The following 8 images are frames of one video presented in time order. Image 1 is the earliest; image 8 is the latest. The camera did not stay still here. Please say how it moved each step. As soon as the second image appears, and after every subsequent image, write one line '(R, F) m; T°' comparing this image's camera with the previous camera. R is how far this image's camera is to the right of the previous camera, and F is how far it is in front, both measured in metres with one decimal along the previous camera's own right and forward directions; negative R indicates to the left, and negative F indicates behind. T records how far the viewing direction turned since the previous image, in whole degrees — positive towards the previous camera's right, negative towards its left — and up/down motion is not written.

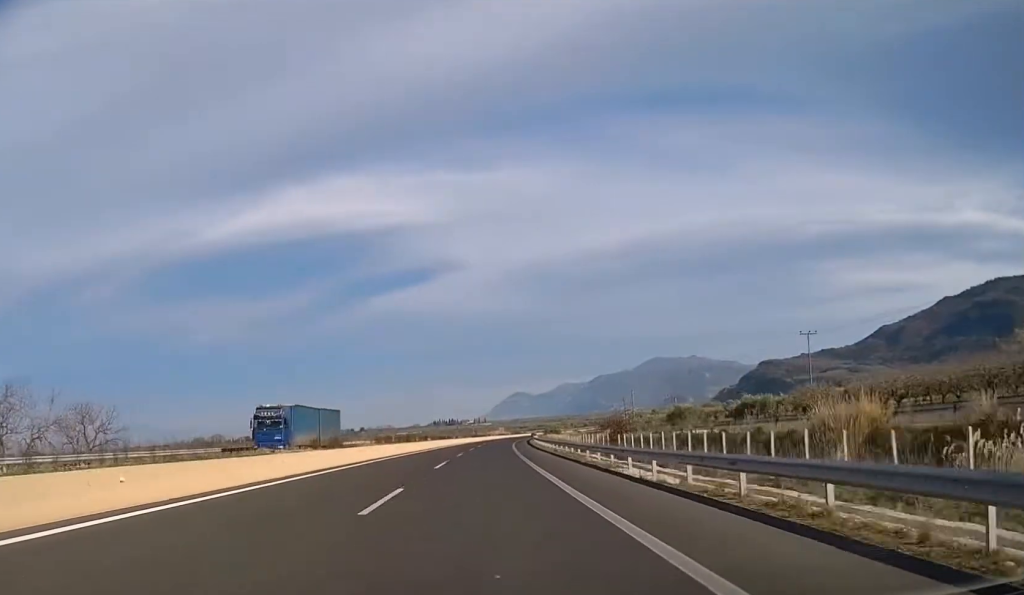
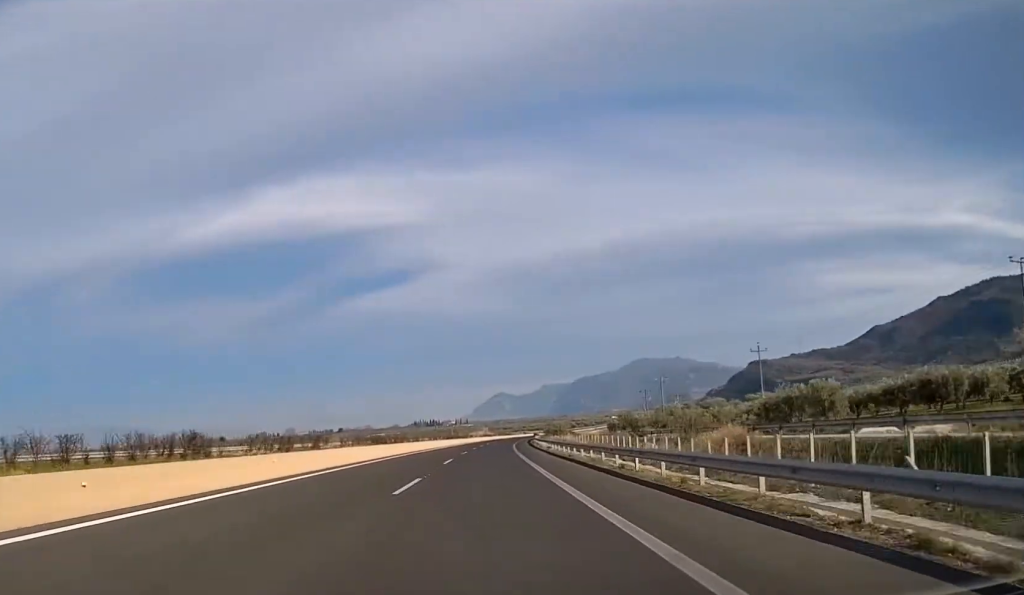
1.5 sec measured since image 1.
(+0.4, +50.1) m; +1°
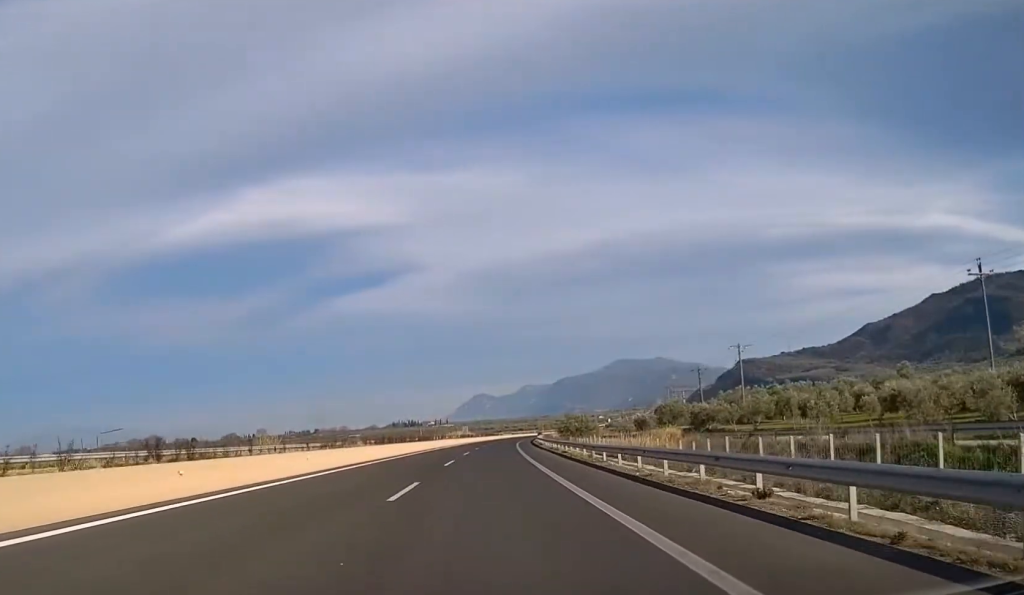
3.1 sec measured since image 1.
(+0.9, +55.5) m; +2°
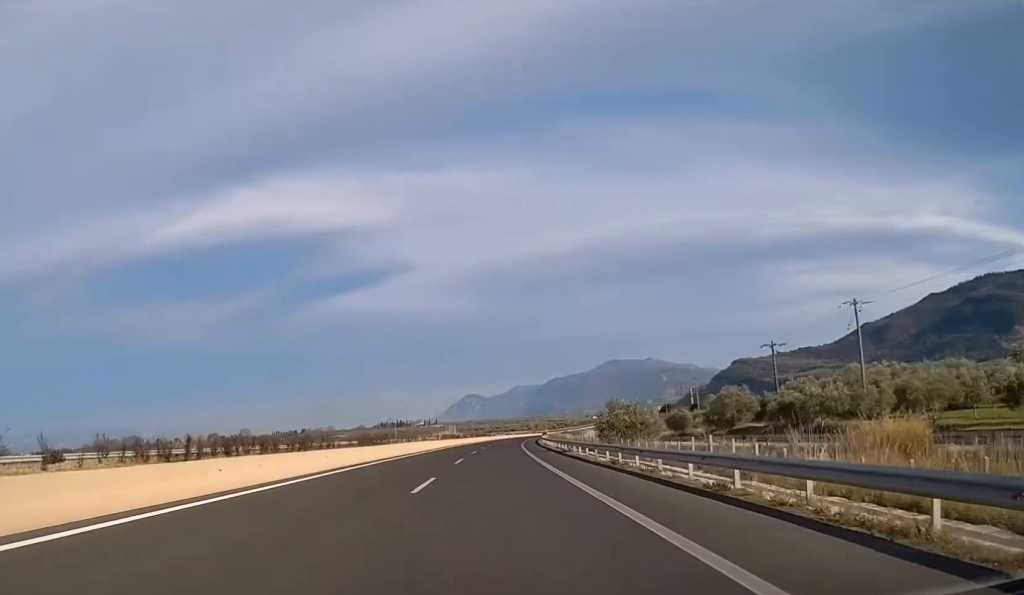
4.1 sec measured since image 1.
(+0.2, +33.9) m; +1°
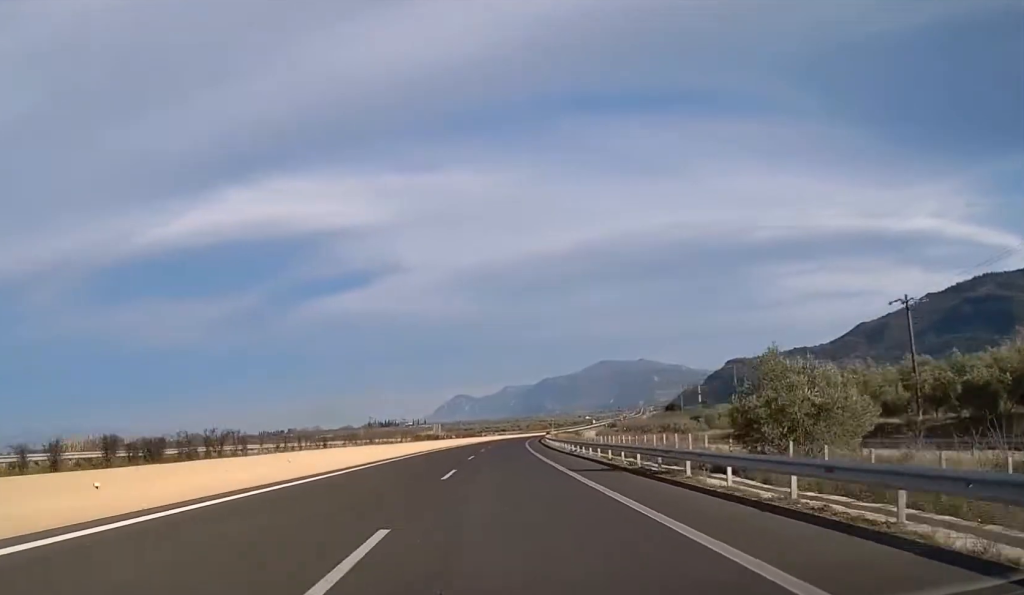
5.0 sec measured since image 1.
(+0.3, +30.5) m; +1°
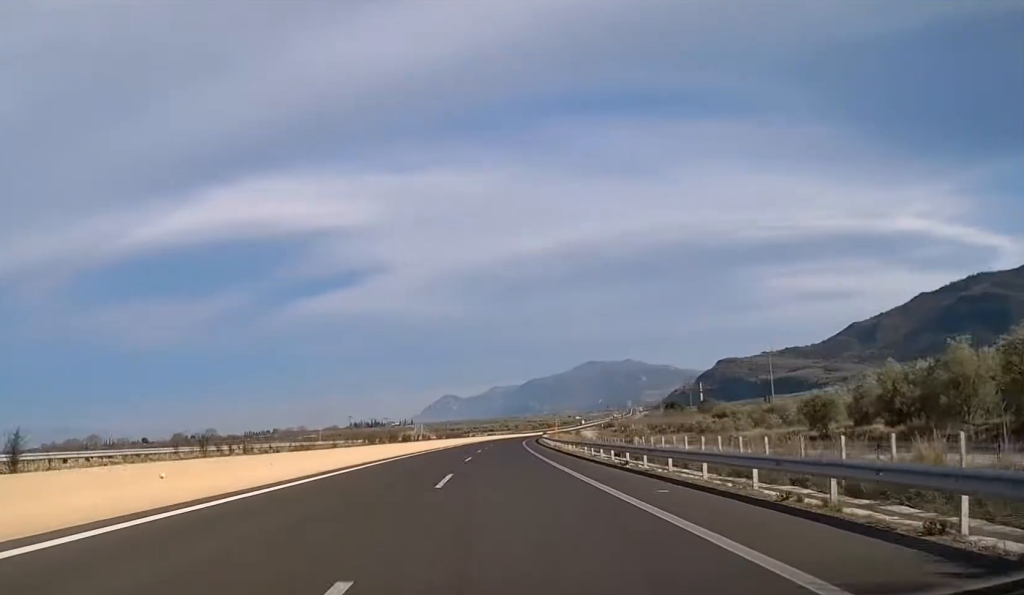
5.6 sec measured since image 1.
(0.0, +21.5) m; +1°
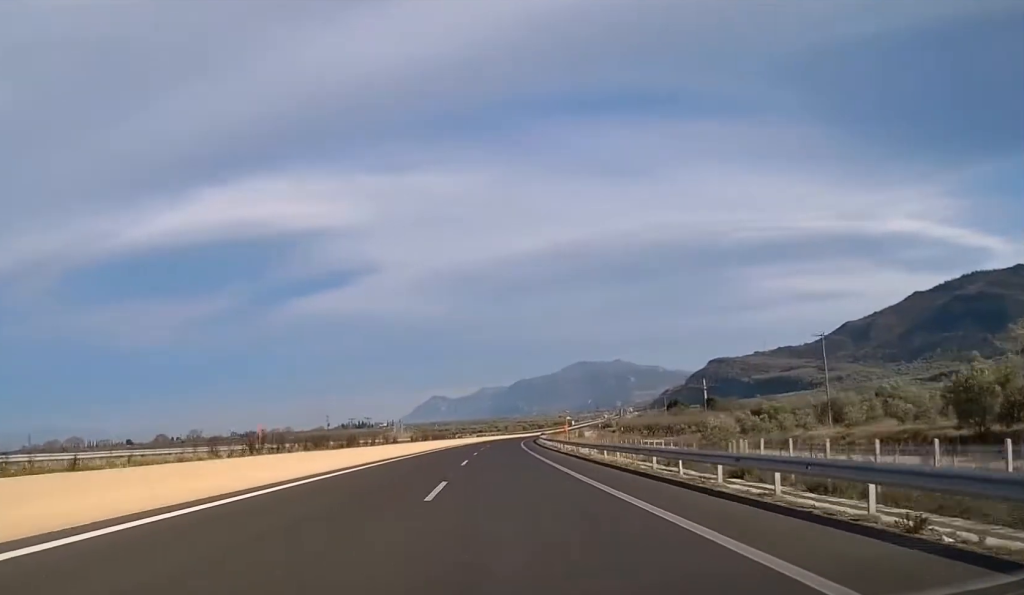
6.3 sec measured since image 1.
(+0.3, +21.6) m; +1°
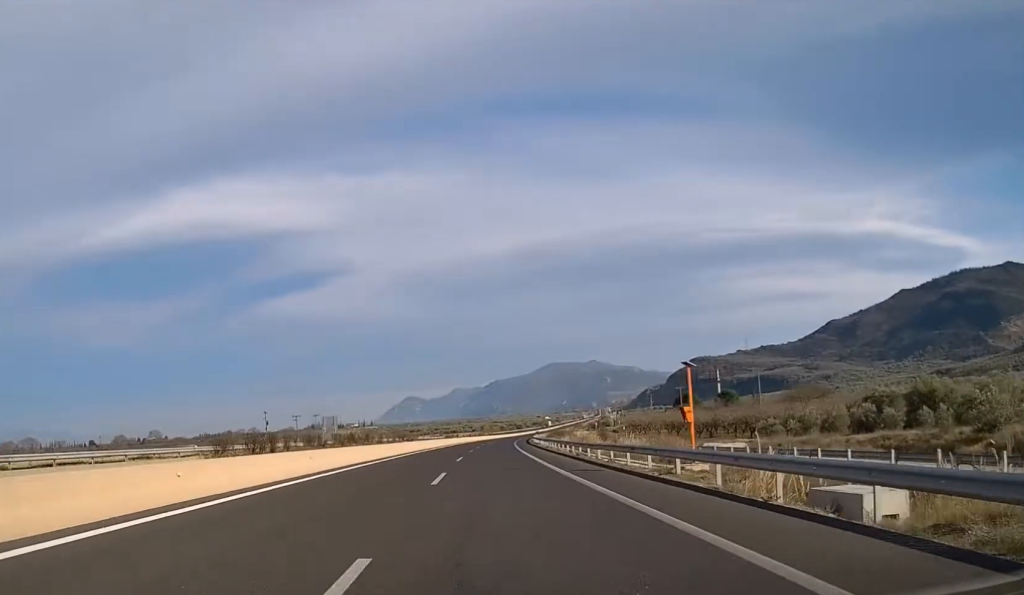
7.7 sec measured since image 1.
(+0.4, +48.7) m; +2°
